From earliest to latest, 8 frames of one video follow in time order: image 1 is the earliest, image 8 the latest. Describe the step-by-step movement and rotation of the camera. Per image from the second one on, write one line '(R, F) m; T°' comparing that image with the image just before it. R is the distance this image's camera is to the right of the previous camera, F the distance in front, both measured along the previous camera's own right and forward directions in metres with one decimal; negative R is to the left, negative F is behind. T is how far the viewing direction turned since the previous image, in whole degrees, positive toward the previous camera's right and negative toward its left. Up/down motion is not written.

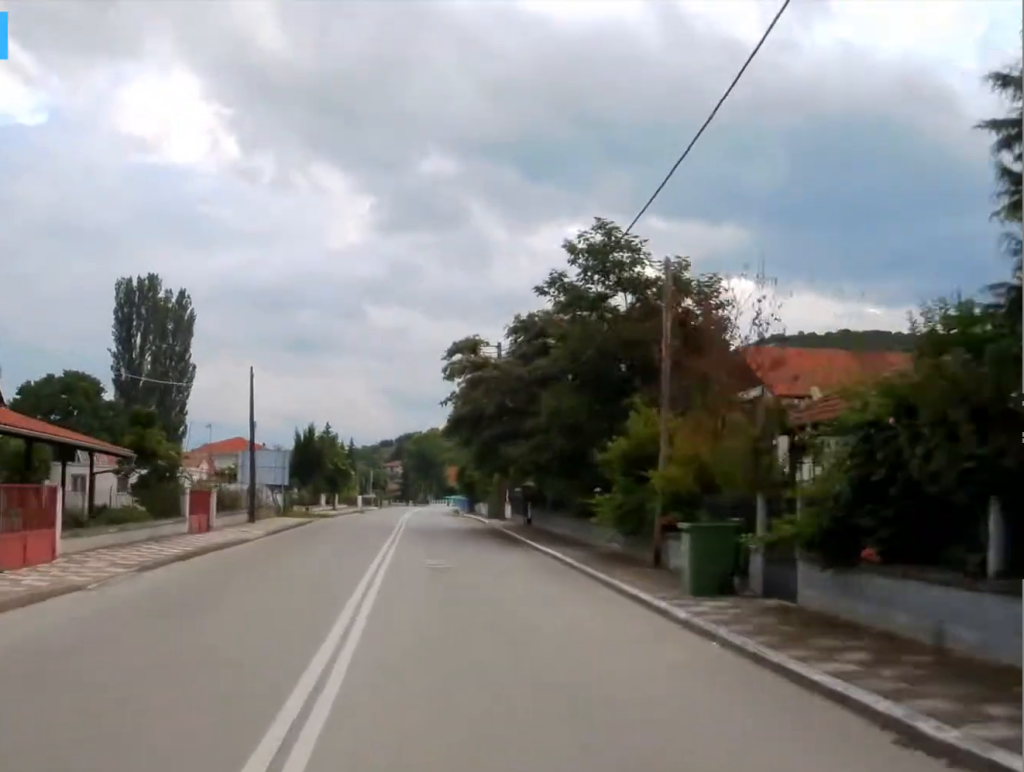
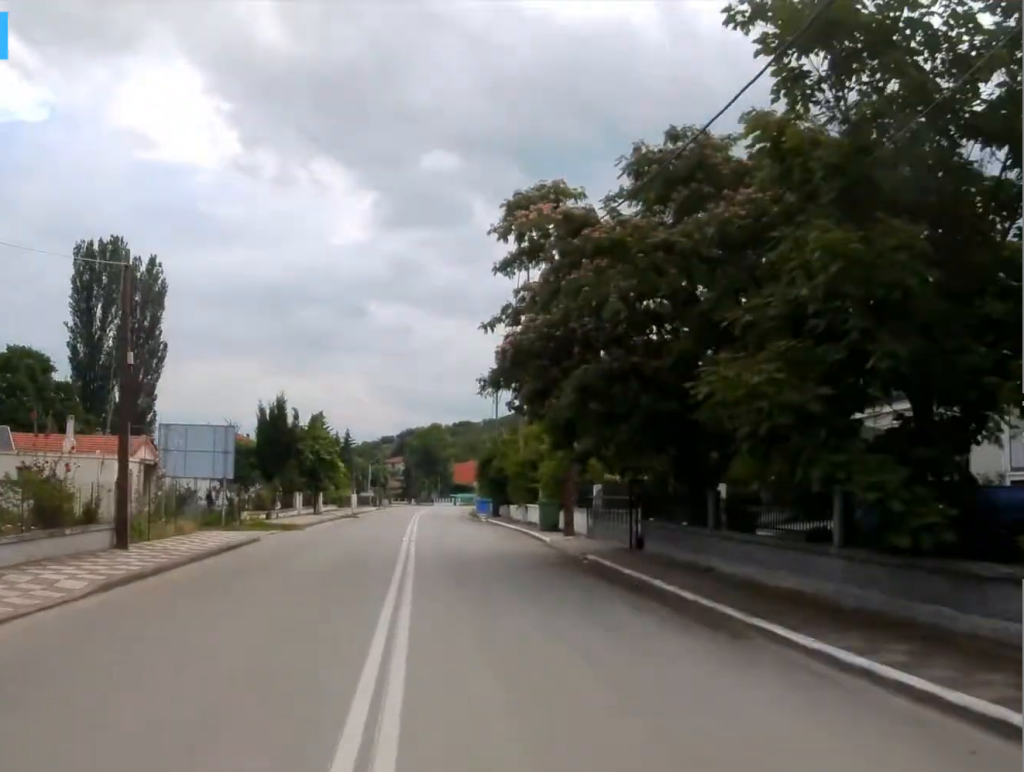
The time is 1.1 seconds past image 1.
(0.0, +15.9) m; 0°
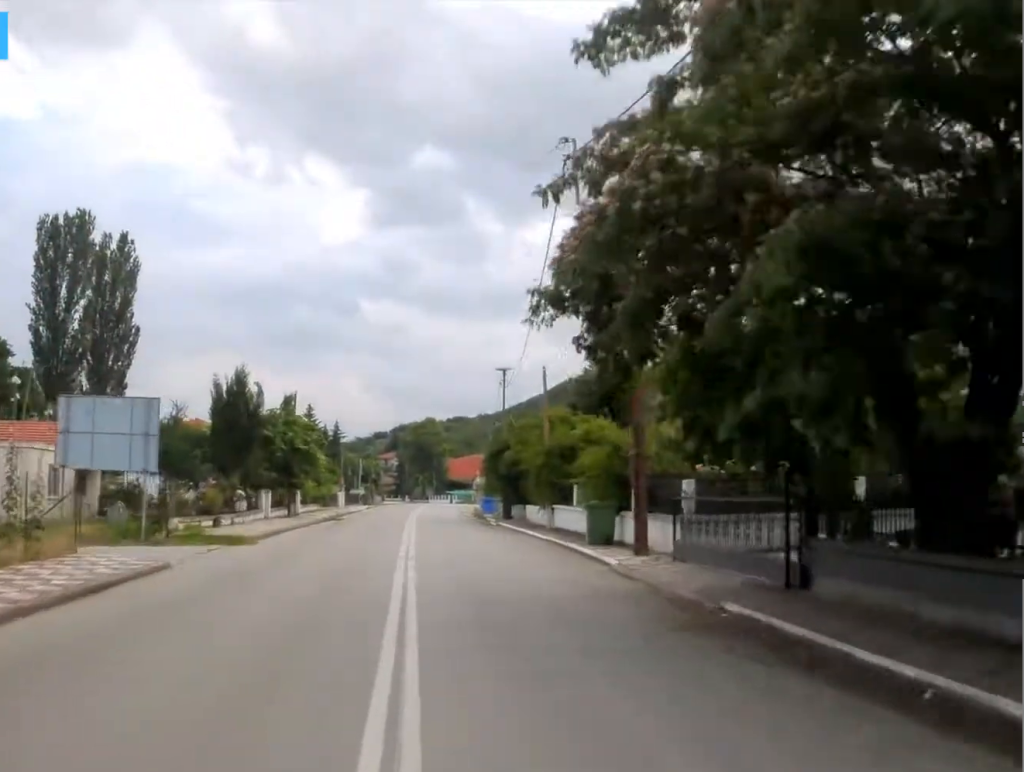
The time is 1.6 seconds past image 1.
(0.0, +9.0) m; 0°
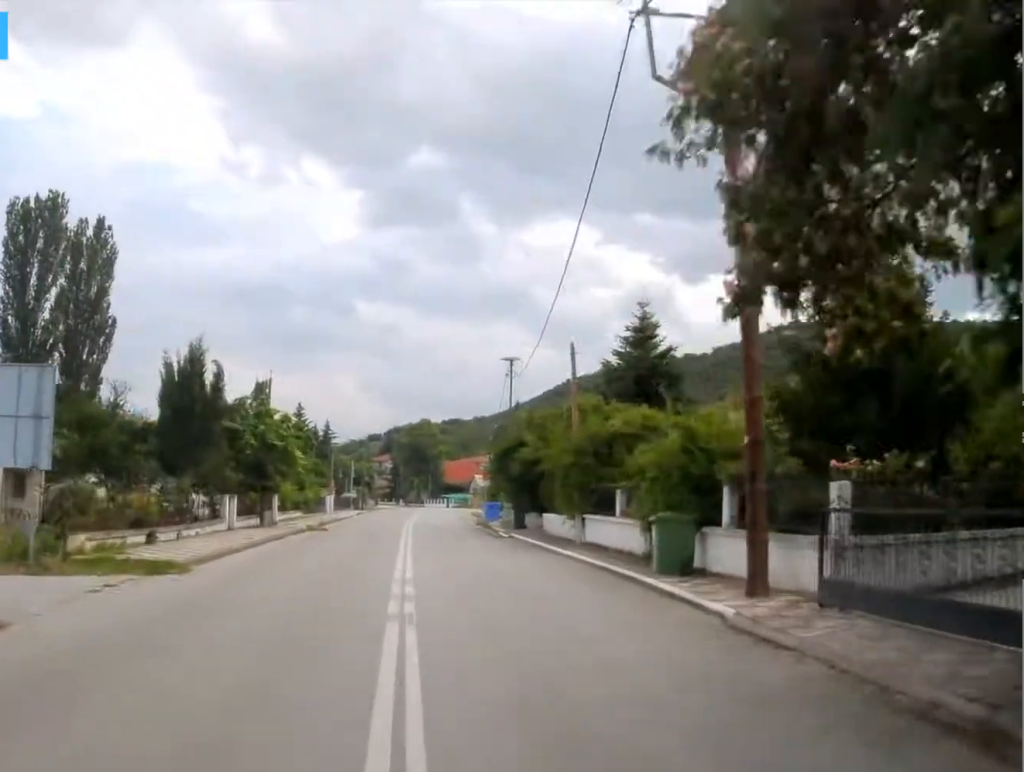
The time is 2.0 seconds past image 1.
(0.0, +6.6) m; 0°
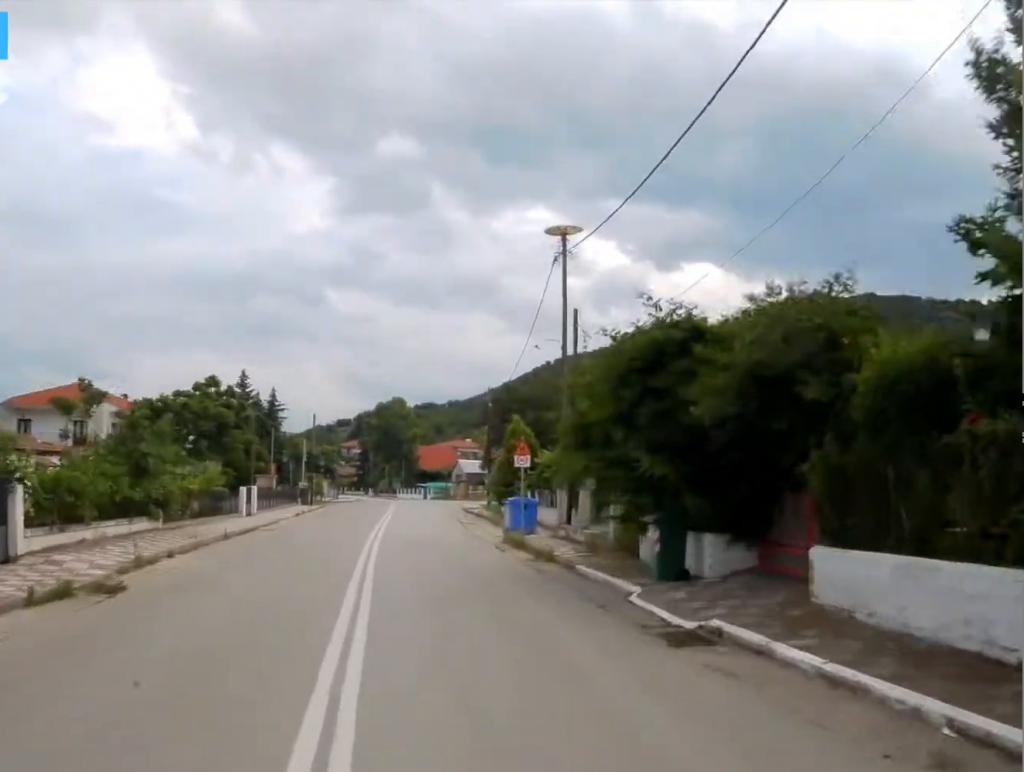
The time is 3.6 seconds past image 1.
(+0.4, +25.5) m; +2°
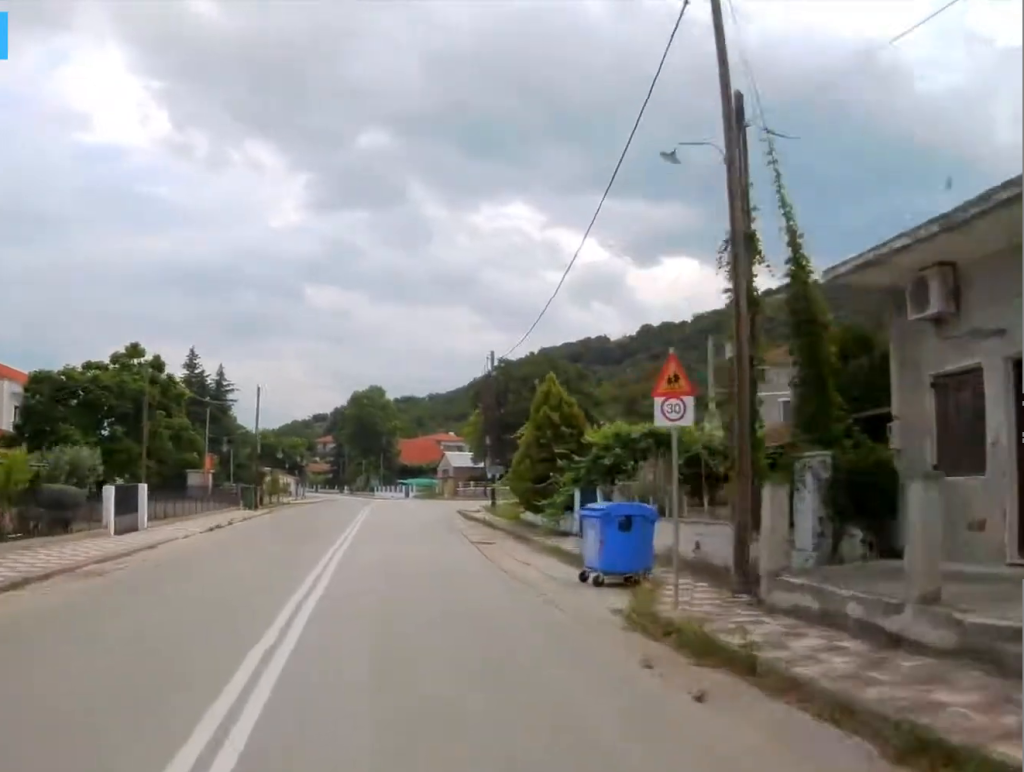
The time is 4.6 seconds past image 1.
(+0.1, +16.7) m; +1°
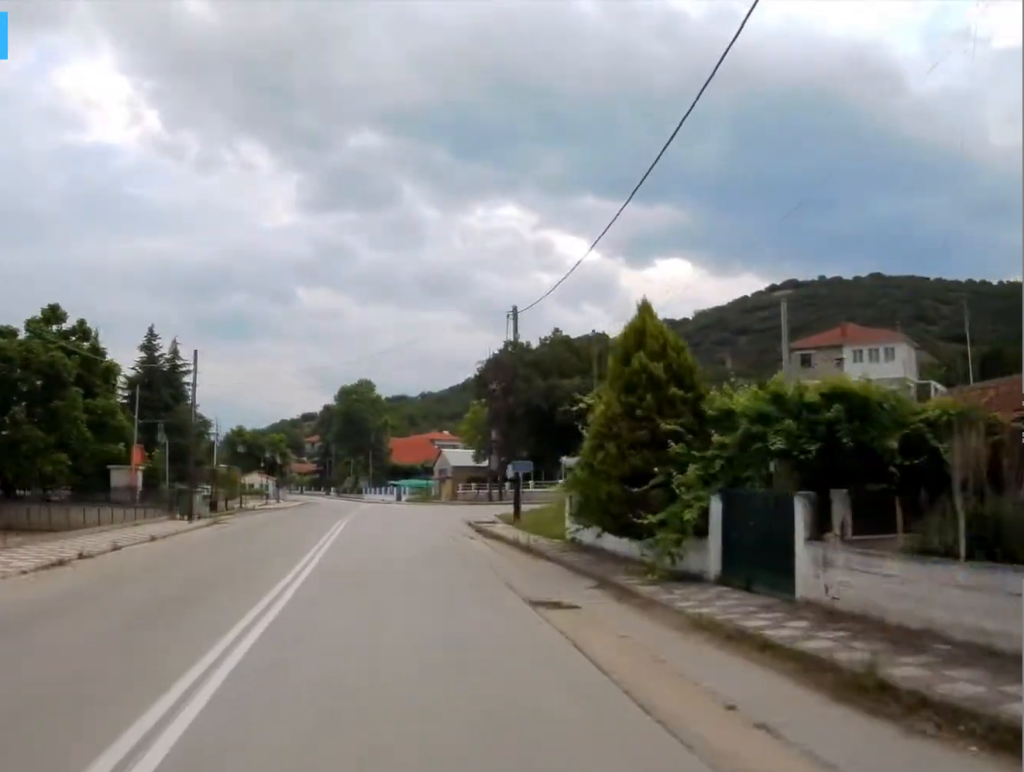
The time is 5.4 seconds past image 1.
(+0.2, +13.1) m; 0°
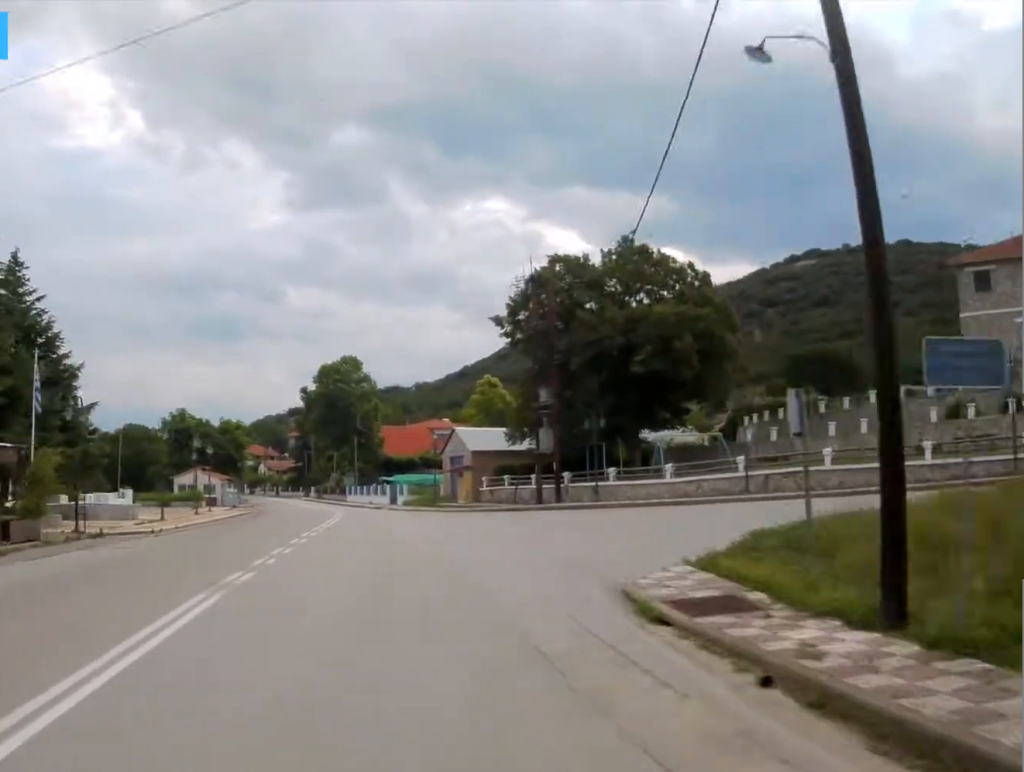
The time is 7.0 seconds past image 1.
(-0.1, +27.6) m; 0°
